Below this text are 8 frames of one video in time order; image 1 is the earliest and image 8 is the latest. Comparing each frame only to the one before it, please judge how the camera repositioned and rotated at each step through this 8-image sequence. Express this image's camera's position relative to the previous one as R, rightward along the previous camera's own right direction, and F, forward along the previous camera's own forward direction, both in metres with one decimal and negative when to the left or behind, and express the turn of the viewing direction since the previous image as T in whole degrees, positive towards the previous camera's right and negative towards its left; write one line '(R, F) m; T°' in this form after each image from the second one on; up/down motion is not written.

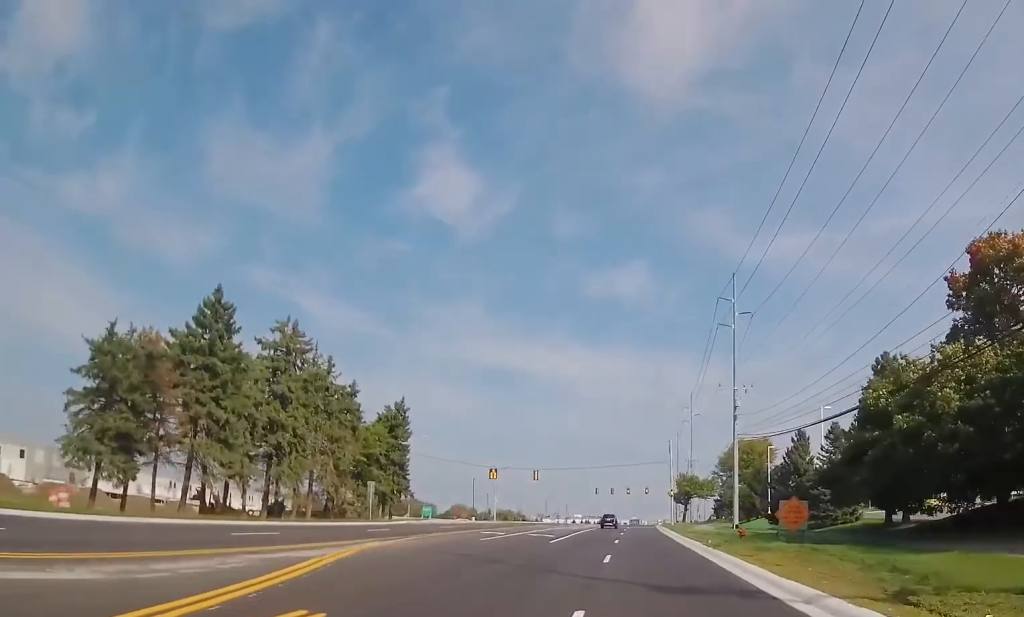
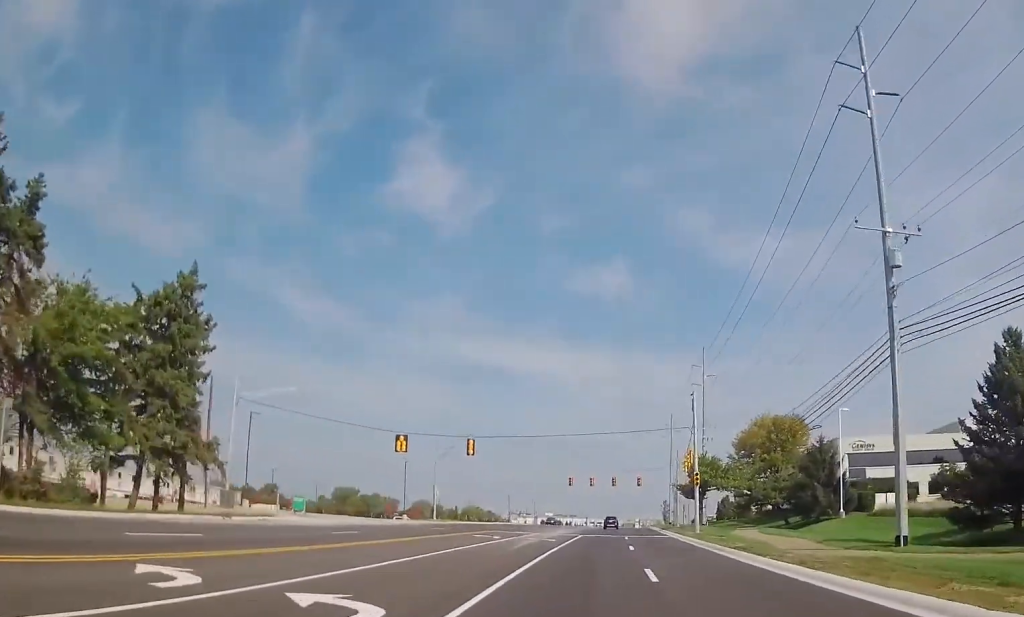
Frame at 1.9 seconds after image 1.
(+0.3, +37.0) m; +2°
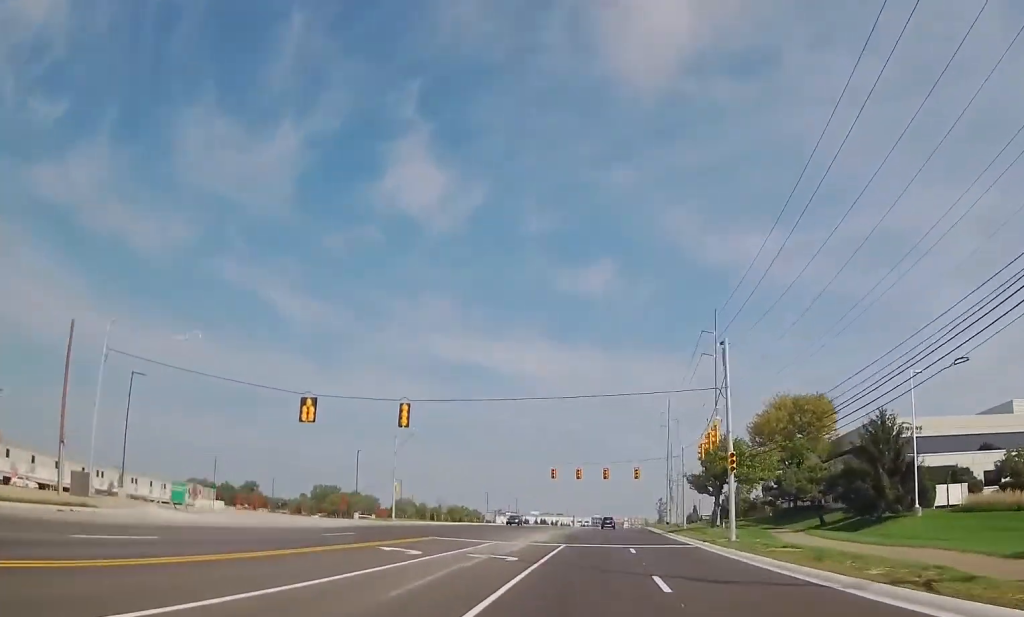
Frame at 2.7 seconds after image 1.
(+0.4, +17.2) m; +1°
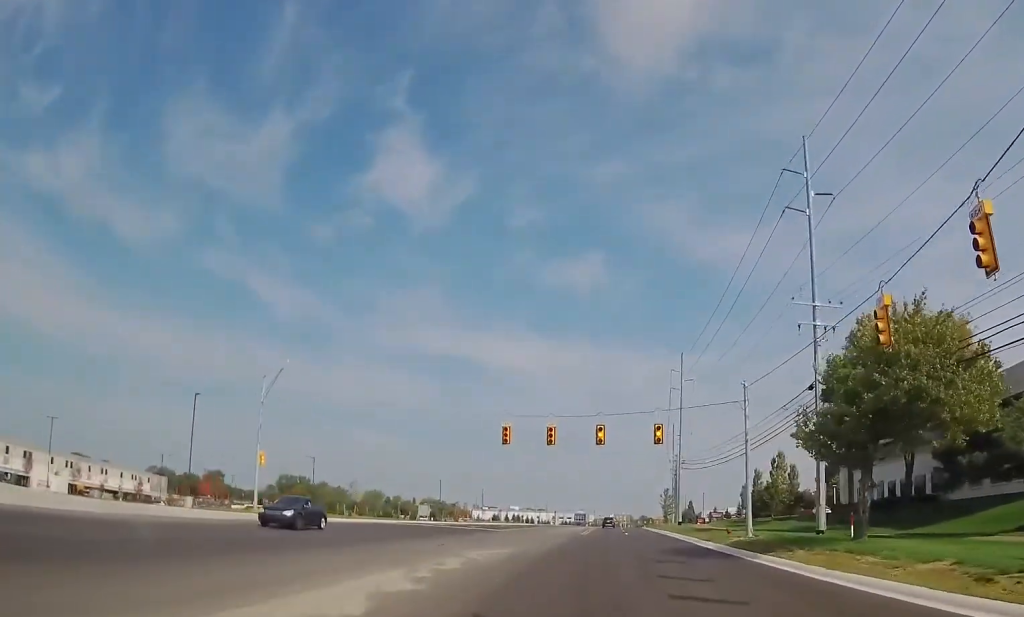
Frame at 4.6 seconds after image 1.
(+0.2, +36.6) m; +2°
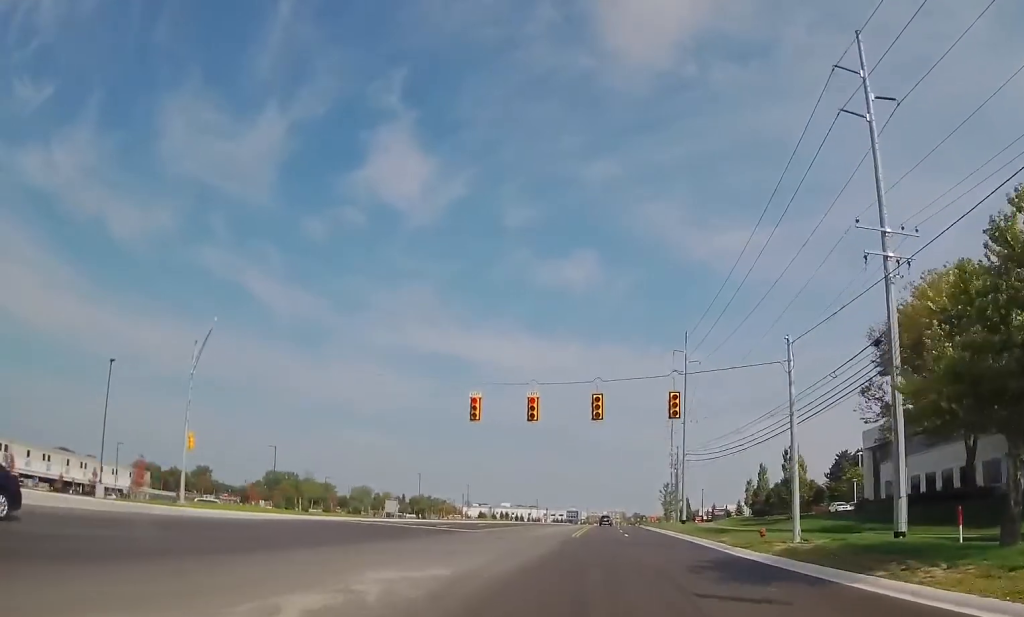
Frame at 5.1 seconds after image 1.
(+0.2, +10.6) m; +1°
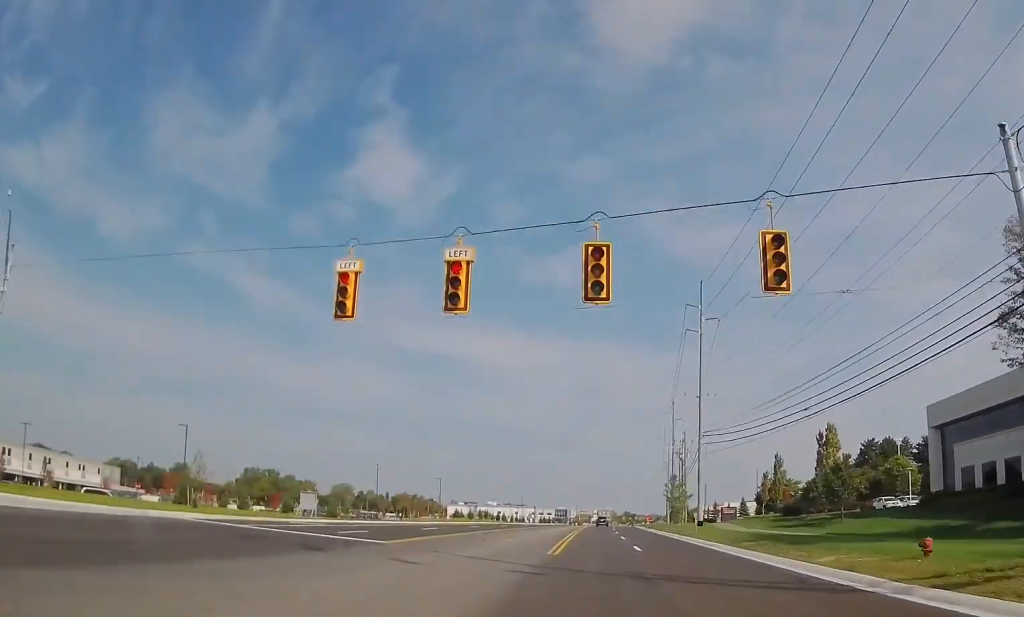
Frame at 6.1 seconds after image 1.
(+0.4, +19.0) m; +2°
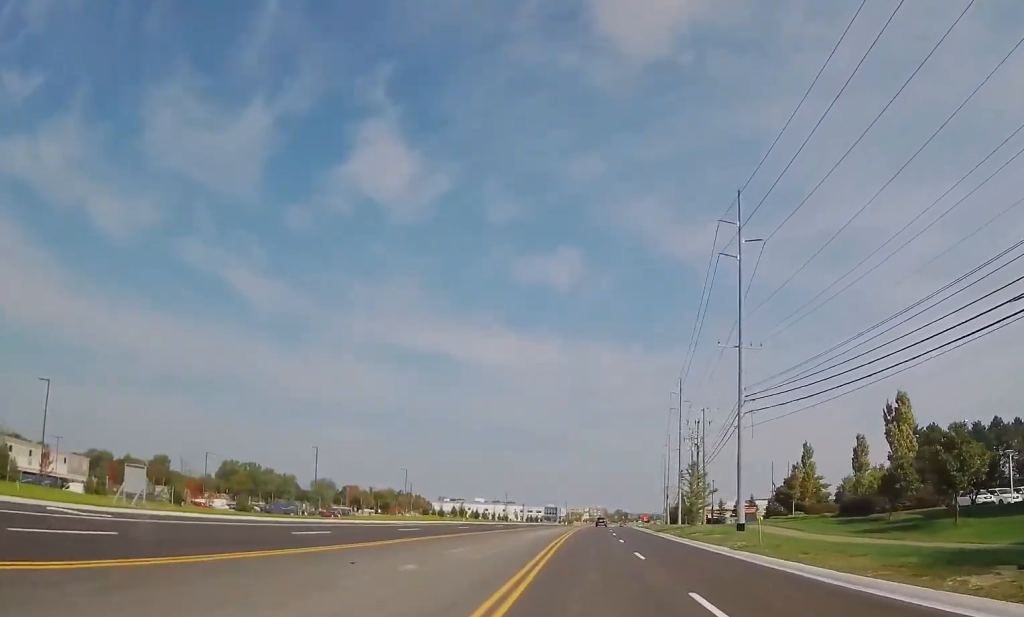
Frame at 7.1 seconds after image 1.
(+0.1, +20.5) m; +1°
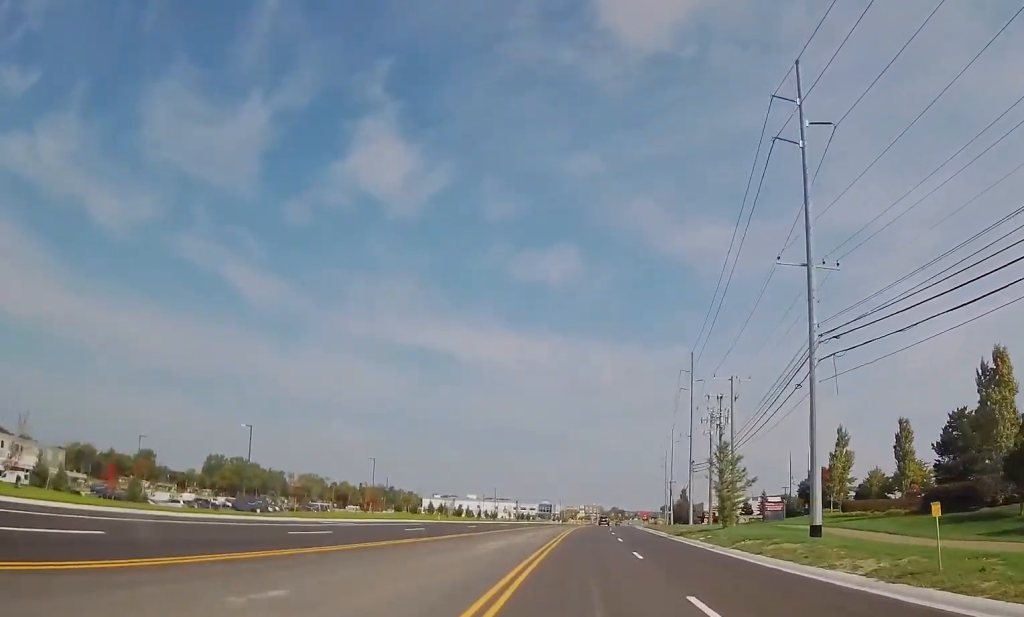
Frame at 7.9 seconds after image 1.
(+0.1, +15.9) m; 0°
